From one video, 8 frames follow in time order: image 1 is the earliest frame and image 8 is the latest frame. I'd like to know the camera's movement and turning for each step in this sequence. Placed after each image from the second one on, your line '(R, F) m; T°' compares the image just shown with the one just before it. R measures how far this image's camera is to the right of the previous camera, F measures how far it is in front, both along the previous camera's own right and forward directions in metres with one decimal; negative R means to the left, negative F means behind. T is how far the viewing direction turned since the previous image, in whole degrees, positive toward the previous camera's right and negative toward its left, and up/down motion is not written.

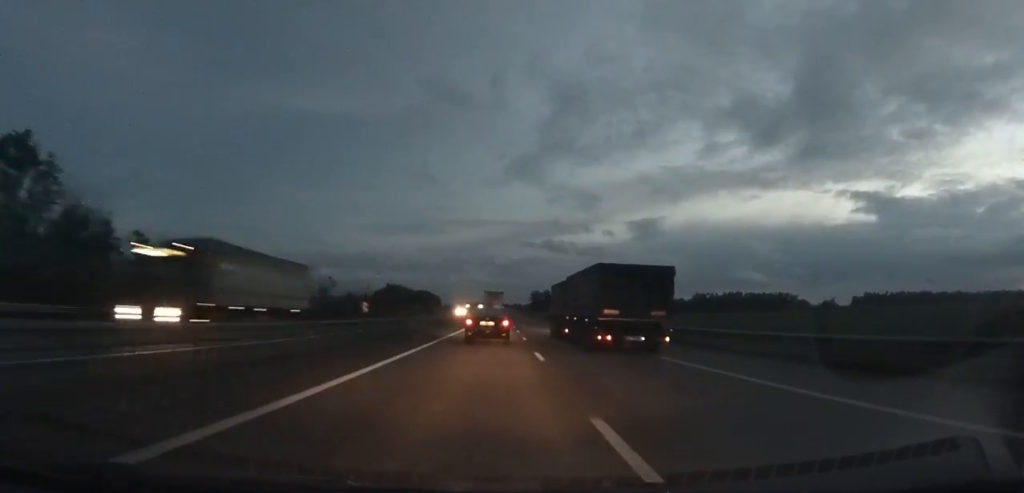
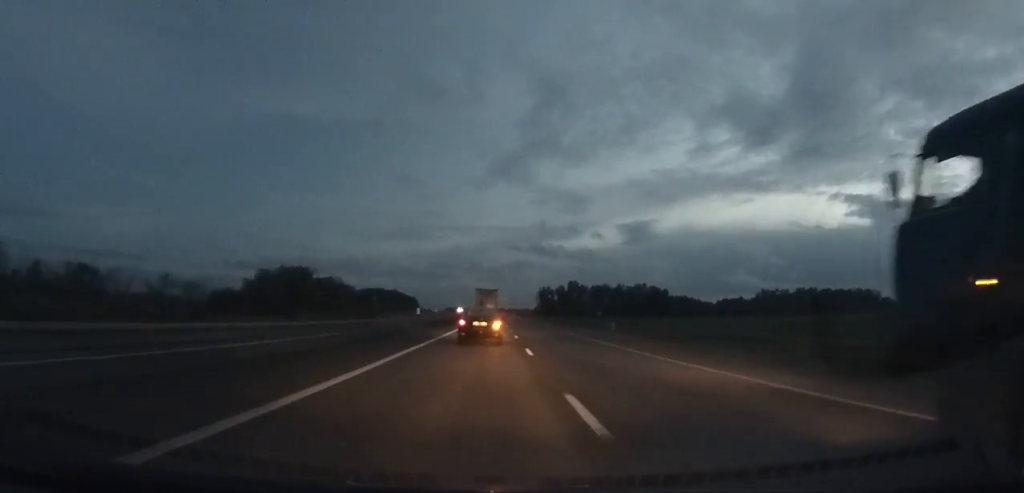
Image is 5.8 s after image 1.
(+0.4, +143.3) m; +1°
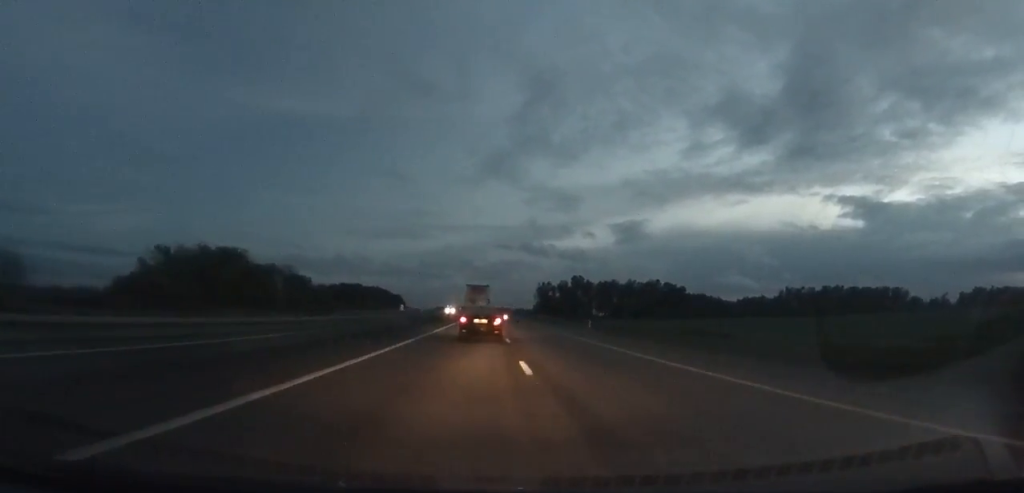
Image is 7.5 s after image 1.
(-0.1, +42.7) m; 0°
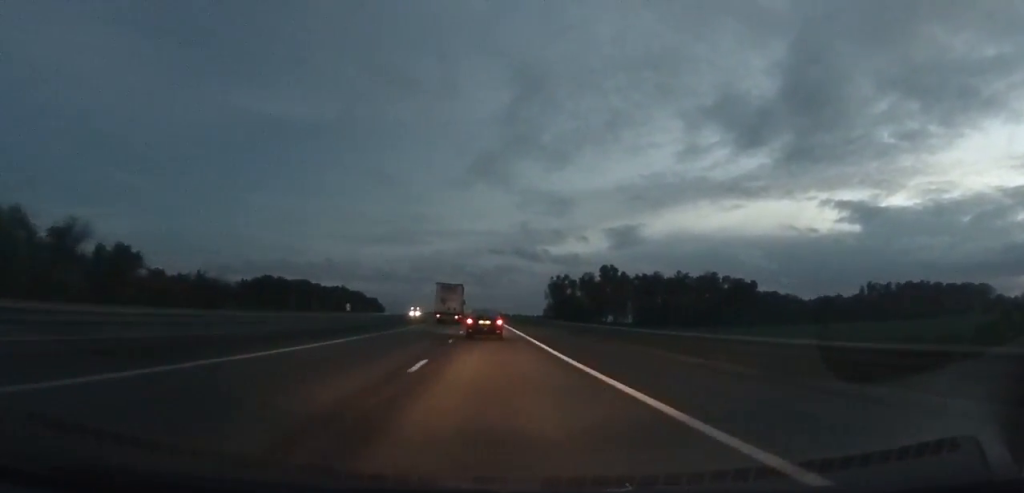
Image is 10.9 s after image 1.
(+0.9, +82.0) m; 0°
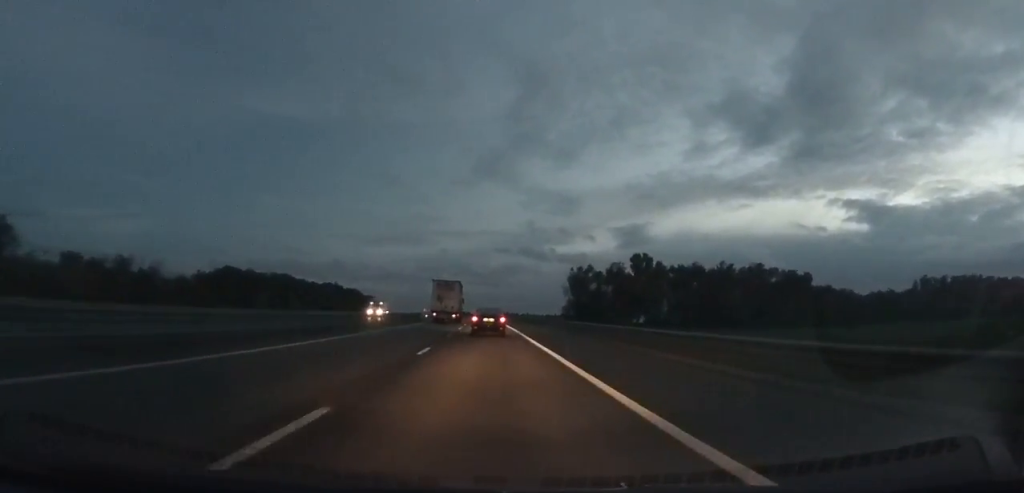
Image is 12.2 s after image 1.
(-0.2, +29.7) m; -1°
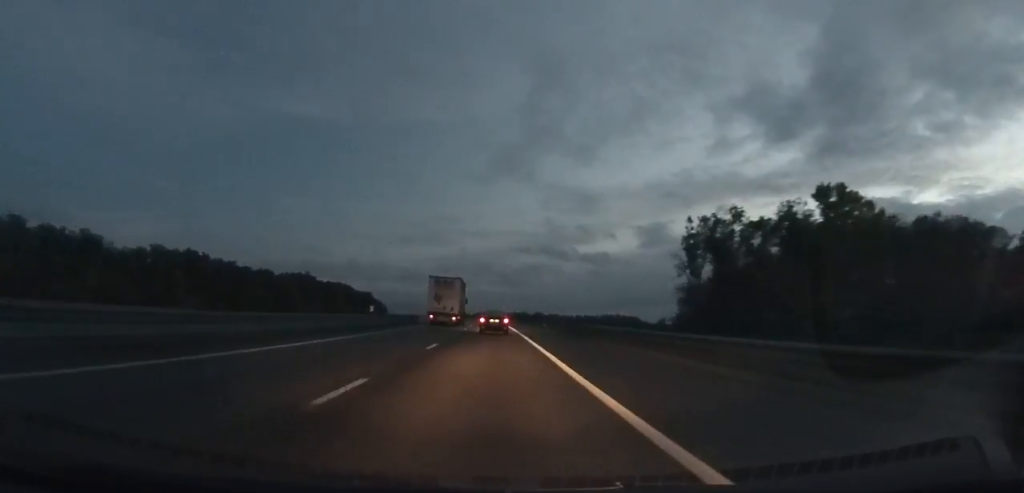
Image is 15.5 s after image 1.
(-1.1, +74.8) m; -2°
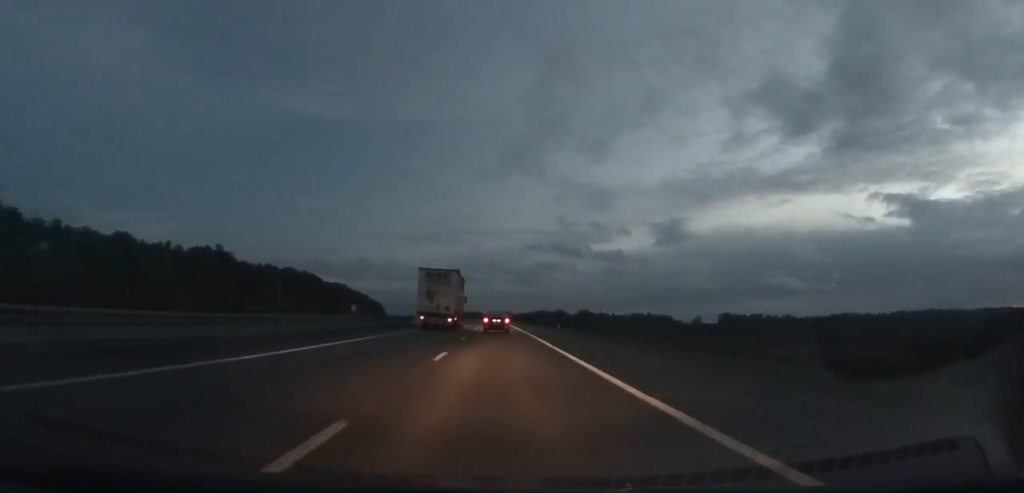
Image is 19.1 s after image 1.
(-1.4, +84.5) m; -2°
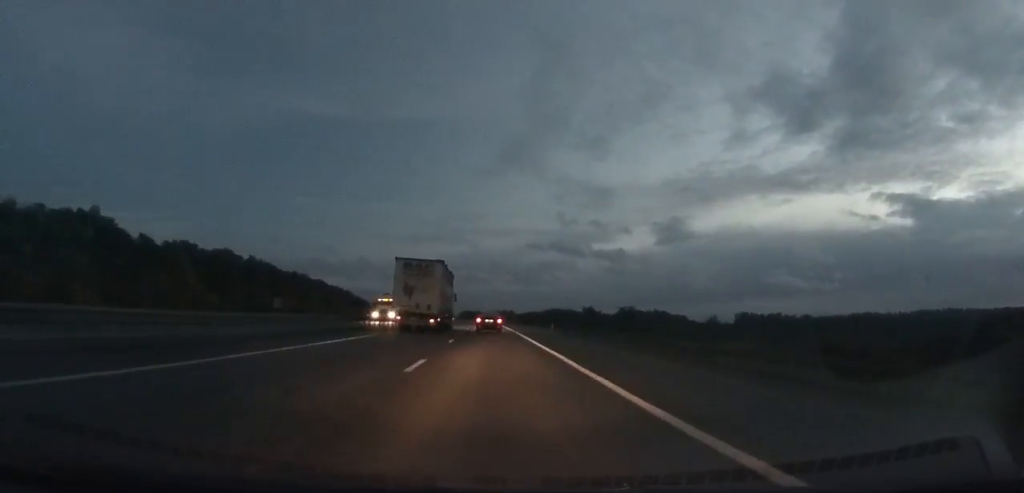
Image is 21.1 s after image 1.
(-0.3, +49.0) m; -1°
